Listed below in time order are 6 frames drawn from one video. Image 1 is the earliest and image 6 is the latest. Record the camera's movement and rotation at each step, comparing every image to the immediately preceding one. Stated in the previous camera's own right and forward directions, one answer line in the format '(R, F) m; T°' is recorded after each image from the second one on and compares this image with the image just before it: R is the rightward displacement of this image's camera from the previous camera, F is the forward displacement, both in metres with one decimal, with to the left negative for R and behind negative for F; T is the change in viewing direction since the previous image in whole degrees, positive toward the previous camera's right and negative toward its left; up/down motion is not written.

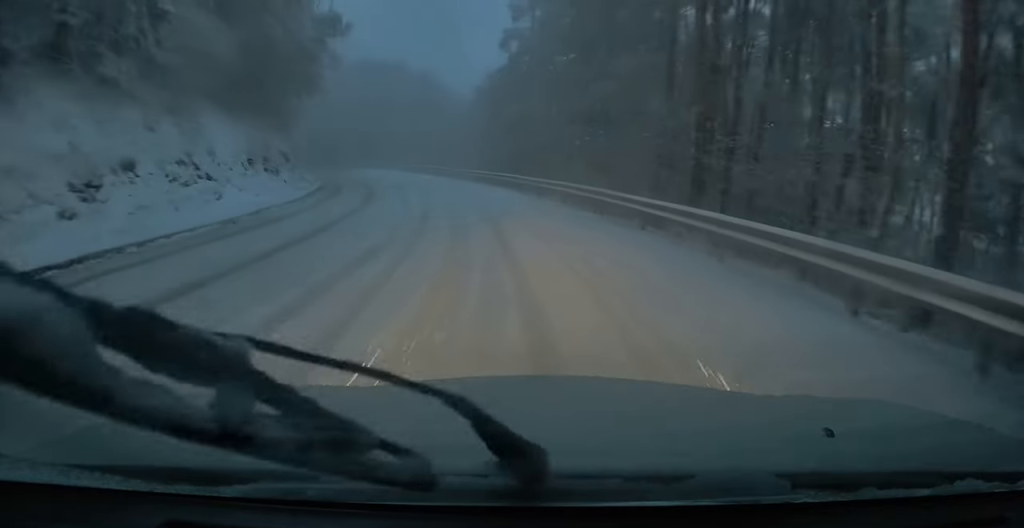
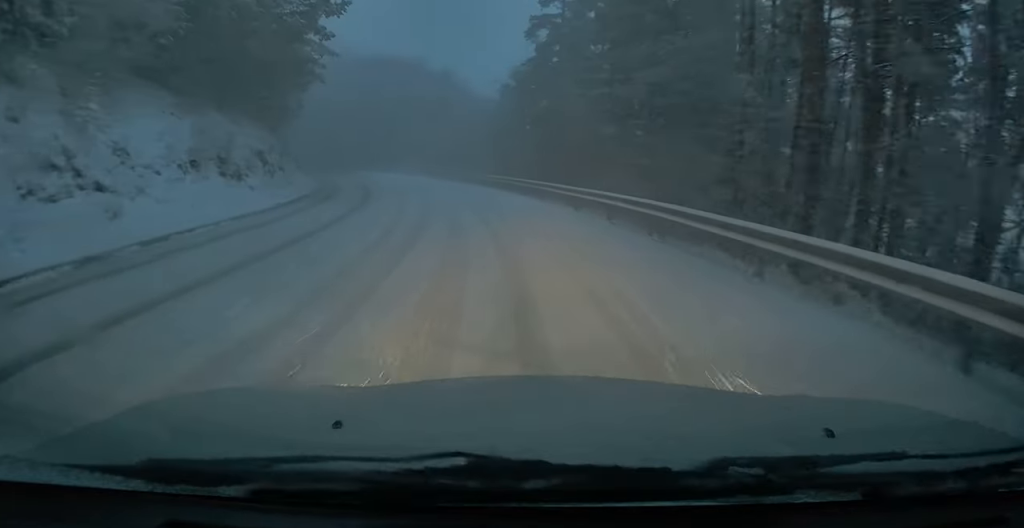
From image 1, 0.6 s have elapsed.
(+0.1, +5.4) m; -2°
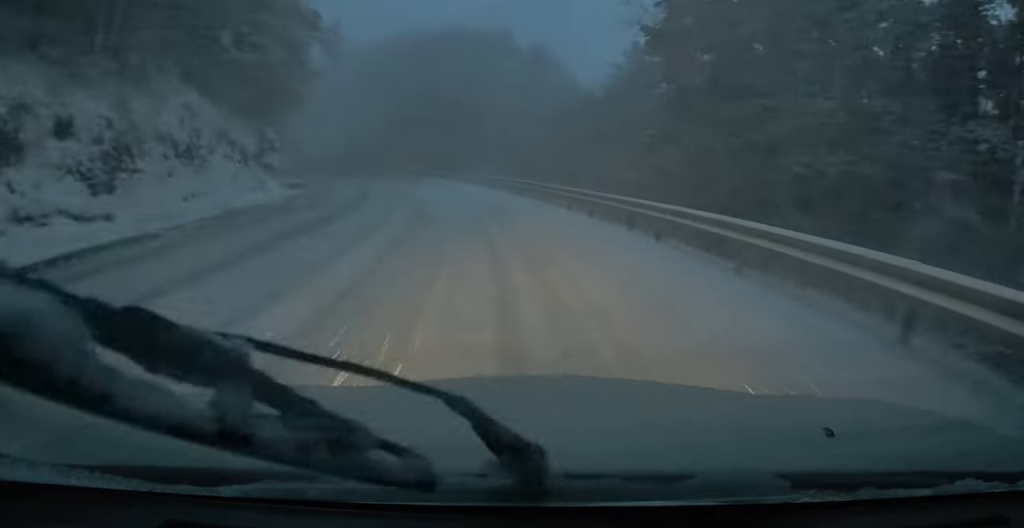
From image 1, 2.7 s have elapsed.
(-1.4, +19.0) m; -8°
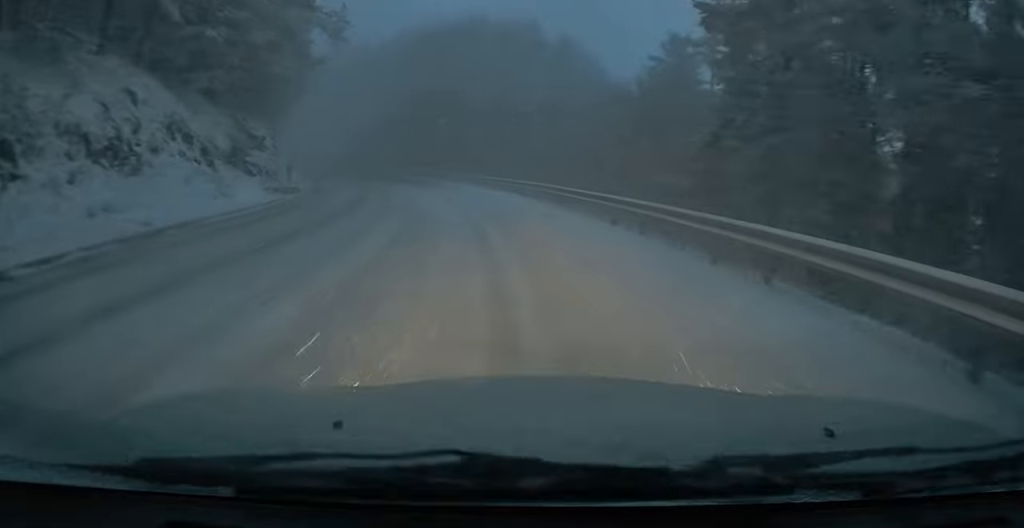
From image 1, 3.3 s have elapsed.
(-0.2, +5.0) m; -2°
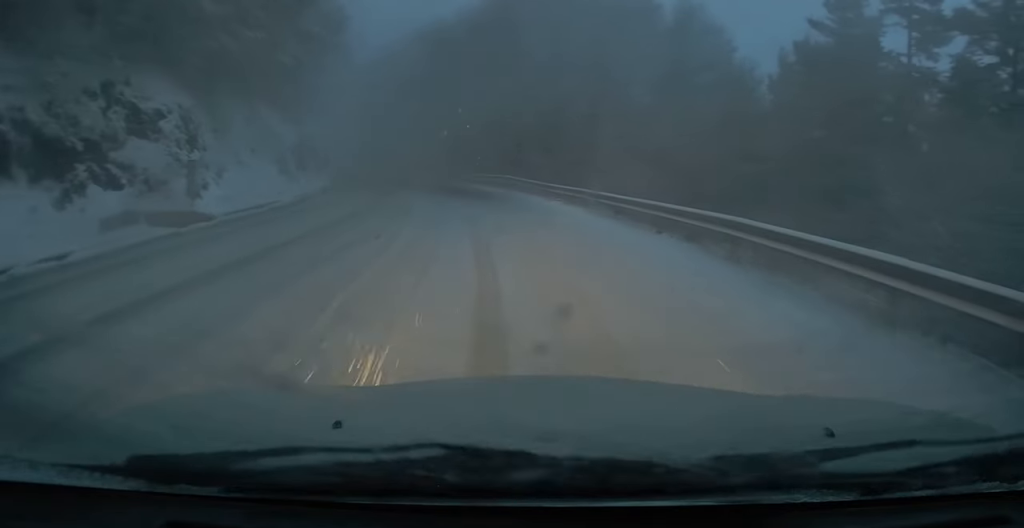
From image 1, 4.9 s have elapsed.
(-0.7, +14.9) m; -6°
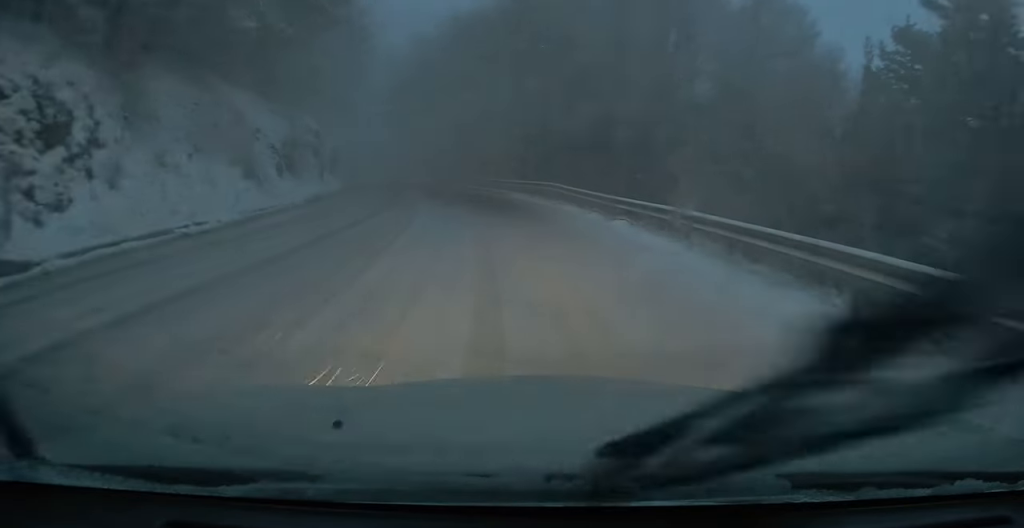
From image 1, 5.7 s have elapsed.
(-0.1, +6.3) m; -4°
